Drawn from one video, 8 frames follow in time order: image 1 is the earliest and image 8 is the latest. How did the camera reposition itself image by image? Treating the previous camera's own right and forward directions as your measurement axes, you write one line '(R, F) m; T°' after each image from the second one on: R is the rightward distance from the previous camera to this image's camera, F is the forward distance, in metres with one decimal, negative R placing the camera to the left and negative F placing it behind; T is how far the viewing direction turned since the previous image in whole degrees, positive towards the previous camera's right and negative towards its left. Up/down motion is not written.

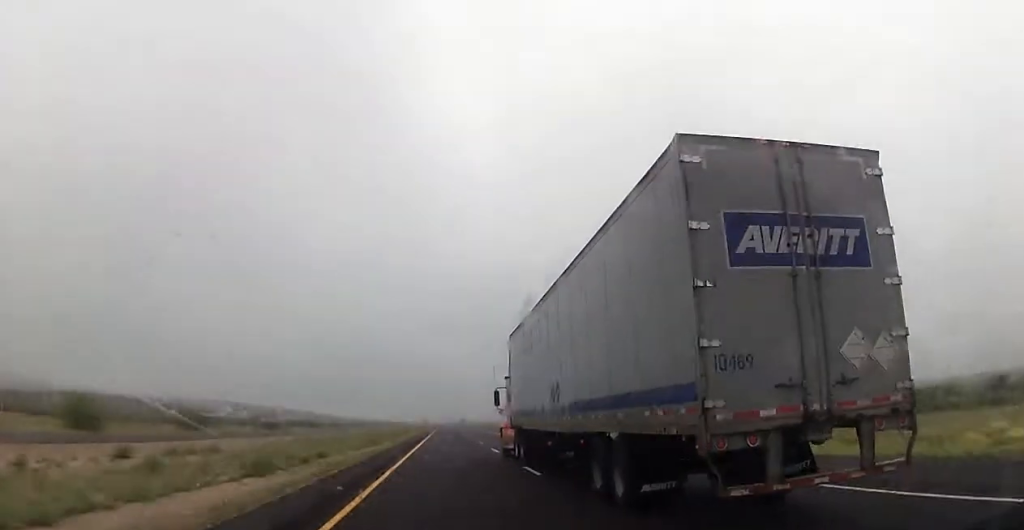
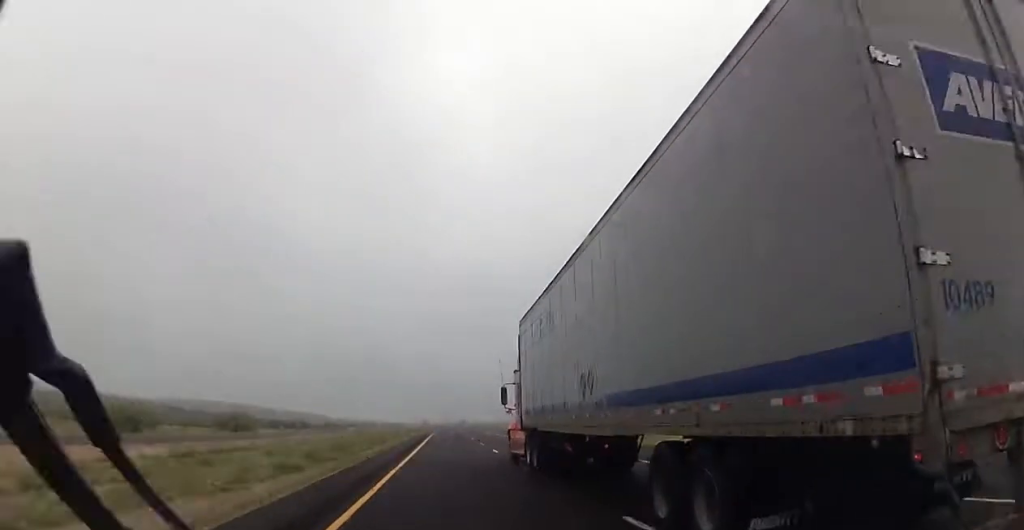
(-0.1, +22.8) m; 0°
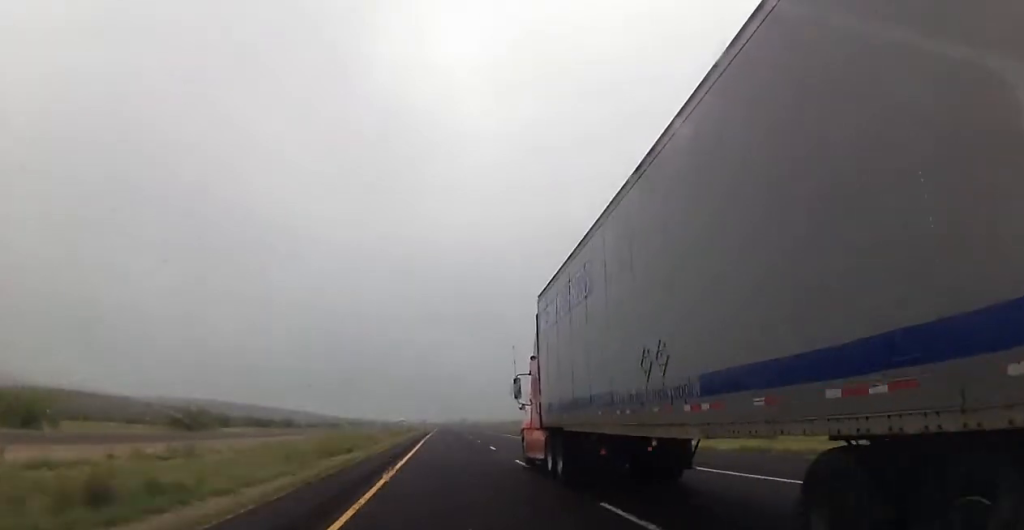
(-0.1, +22.9) m; 0°
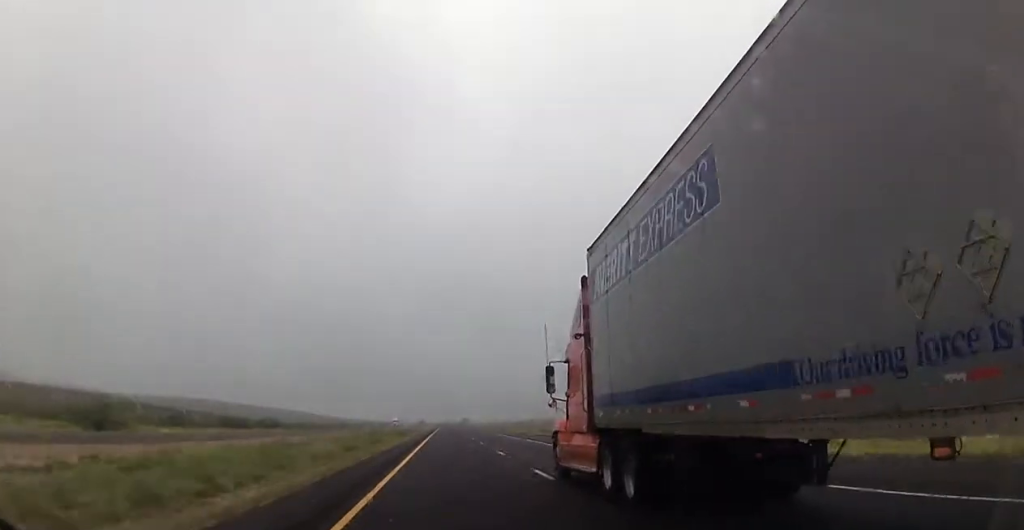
(0.0, +28.6) m; +1°
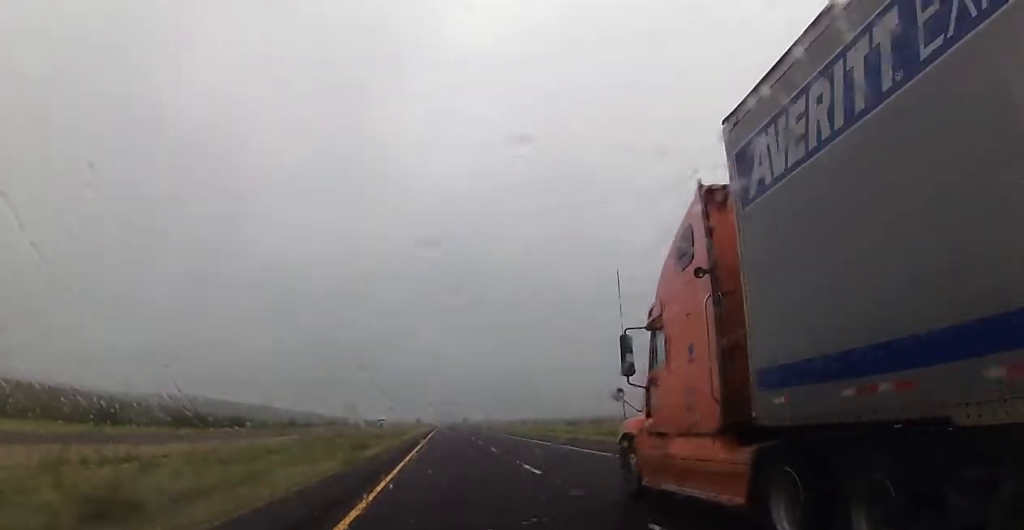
(+0.5, +34.3) m; 0°
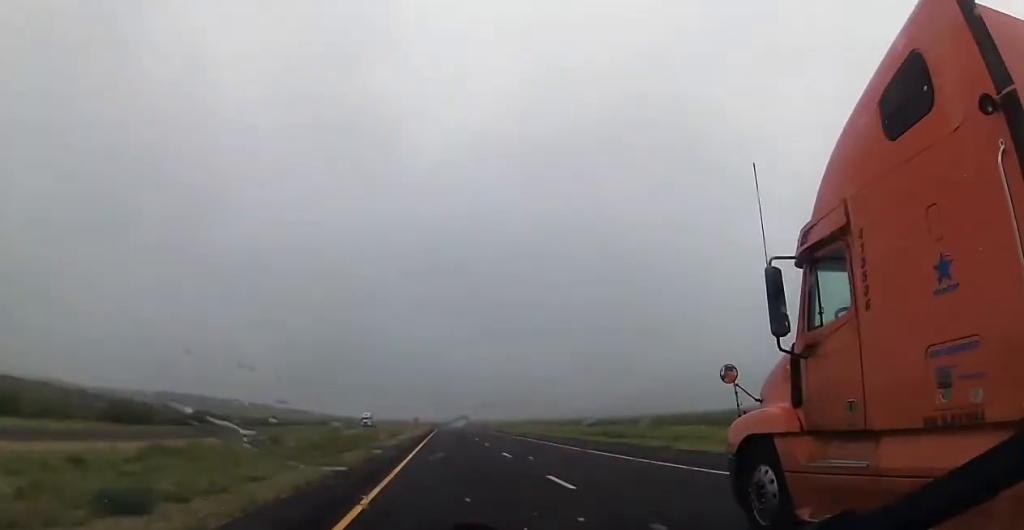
(-0.1, +28.6) m; -1°
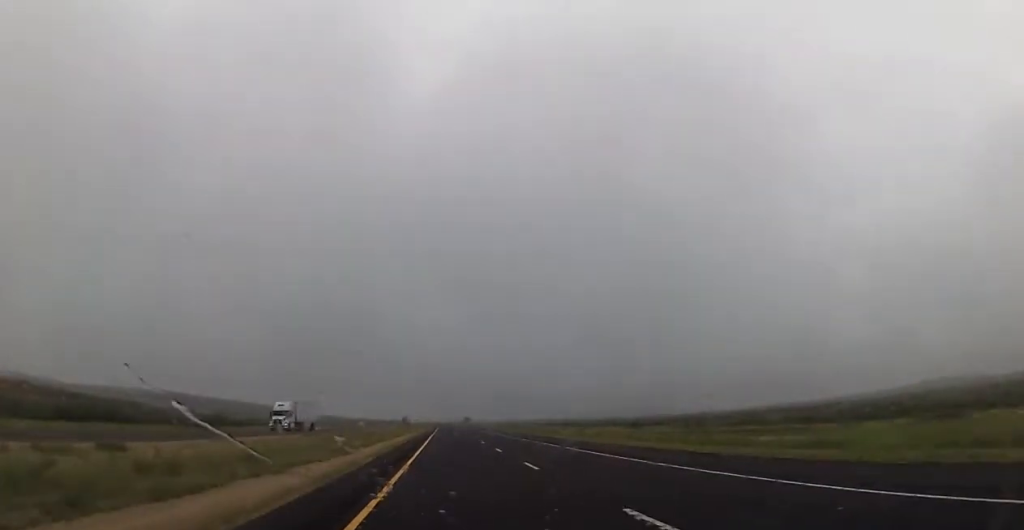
(-0.2, +55.0) m; 0°
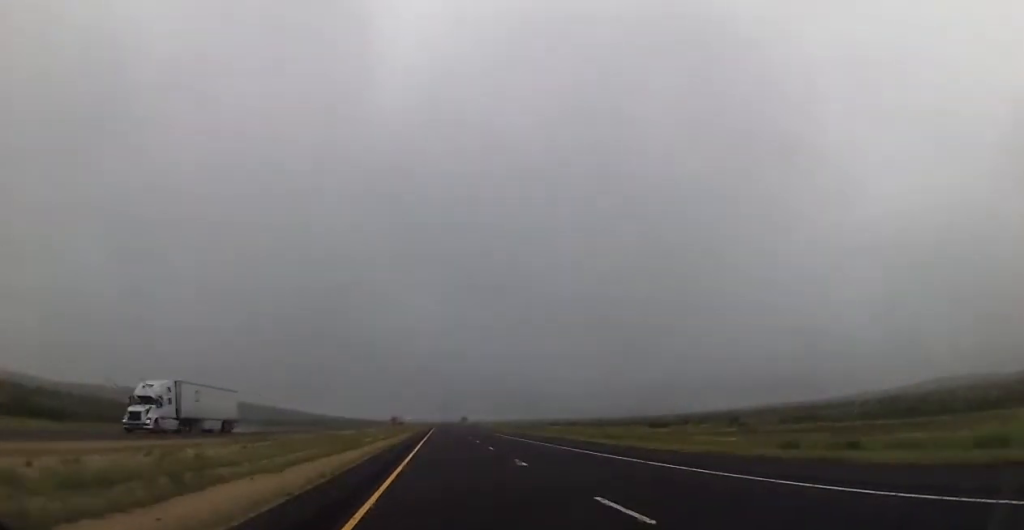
(+0.3, +22.9) m; +1°
